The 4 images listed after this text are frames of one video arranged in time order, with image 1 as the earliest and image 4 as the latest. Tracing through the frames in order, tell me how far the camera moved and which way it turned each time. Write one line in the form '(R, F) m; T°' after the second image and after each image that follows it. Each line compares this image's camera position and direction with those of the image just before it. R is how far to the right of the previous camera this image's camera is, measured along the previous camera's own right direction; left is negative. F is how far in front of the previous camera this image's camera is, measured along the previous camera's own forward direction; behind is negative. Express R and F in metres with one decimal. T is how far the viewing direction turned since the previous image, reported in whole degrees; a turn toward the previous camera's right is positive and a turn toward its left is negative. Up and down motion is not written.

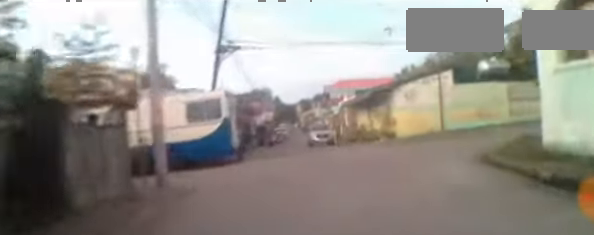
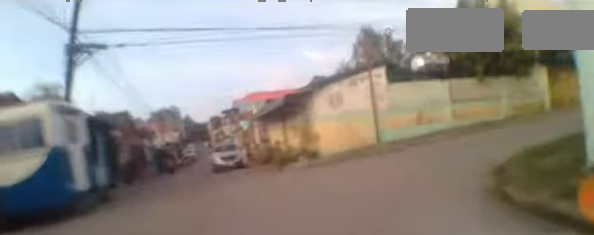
(+0.5, +5.1) m; +7°
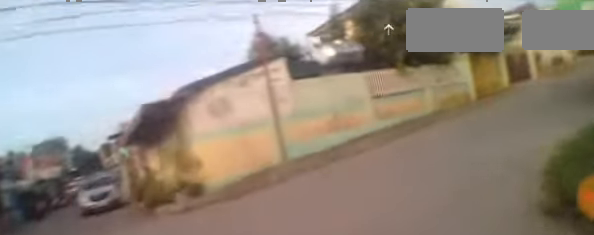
(0.0, +3.6) m; +9°
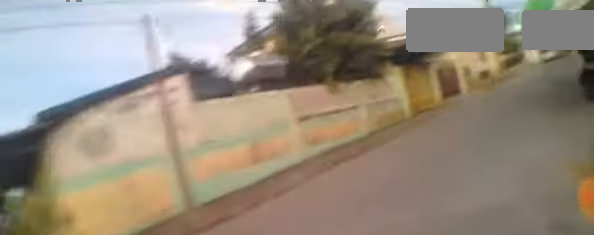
(+0.2, +2.2) m; +9°
